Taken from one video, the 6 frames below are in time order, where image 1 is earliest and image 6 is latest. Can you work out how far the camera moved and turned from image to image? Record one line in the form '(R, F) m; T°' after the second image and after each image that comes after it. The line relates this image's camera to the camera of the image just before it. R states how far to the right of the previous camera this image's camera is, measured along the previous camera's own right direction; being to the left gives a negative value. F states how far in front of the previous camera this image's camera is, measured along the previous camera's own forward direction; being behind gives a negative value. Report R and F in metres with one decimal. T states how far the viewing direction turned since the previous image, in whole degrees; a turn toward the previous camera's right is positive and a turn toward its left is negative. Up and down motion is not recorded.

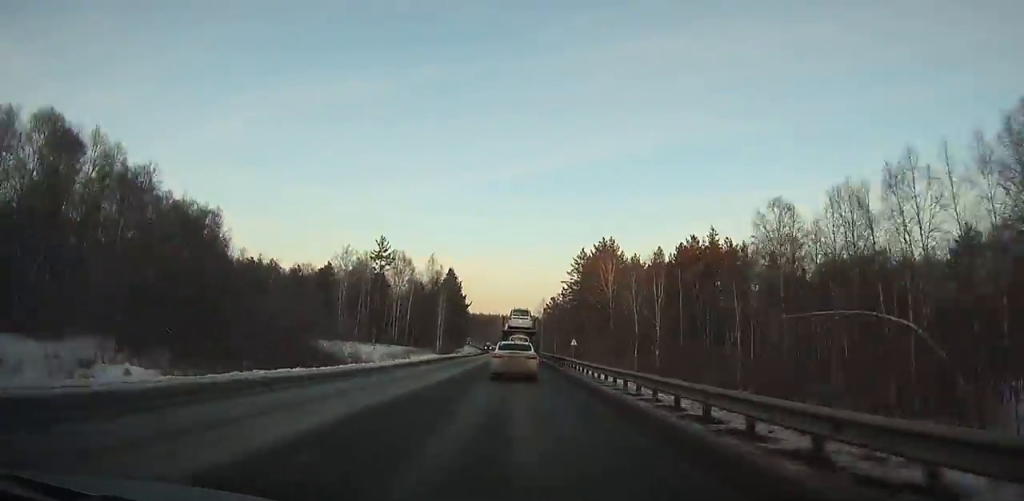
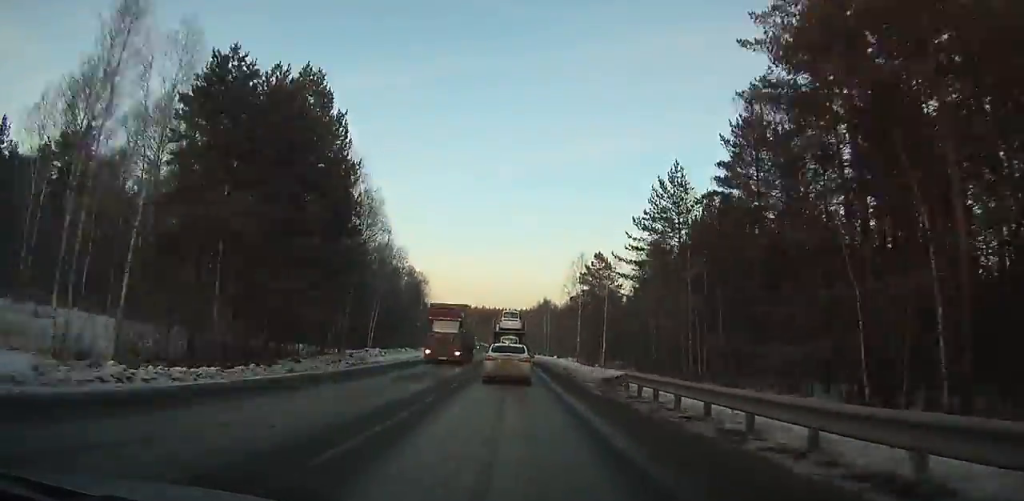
(-1.2, +95.6) m; -2°
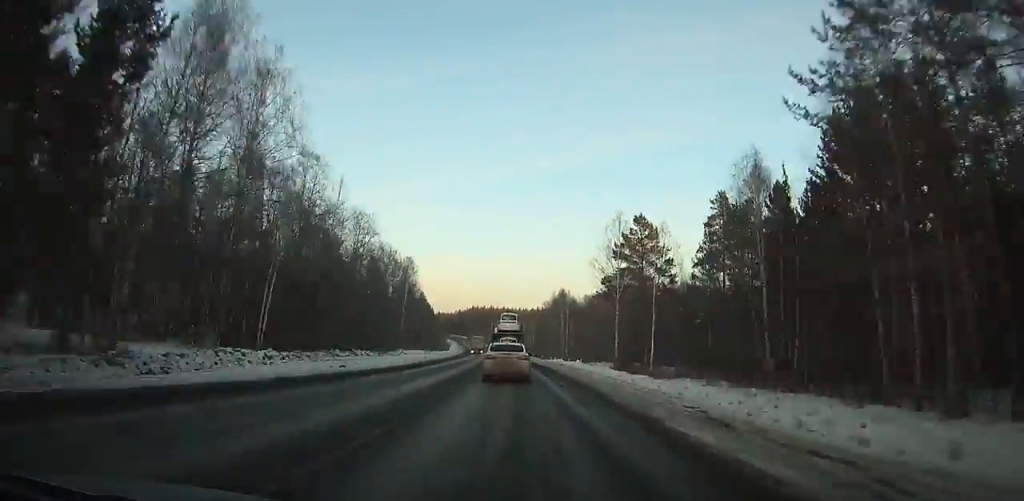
(-0.3, +29.6) m; -1°
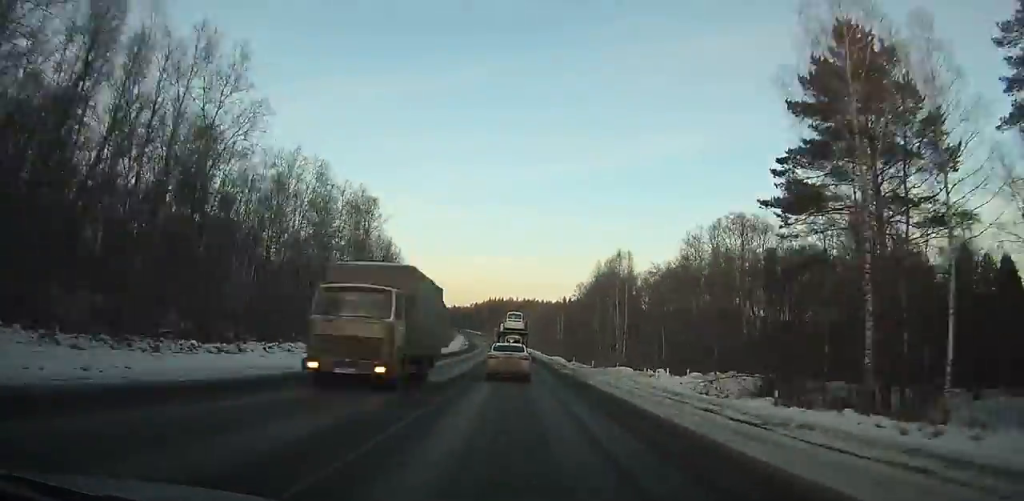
(-0.5, +47.9) m; -2°
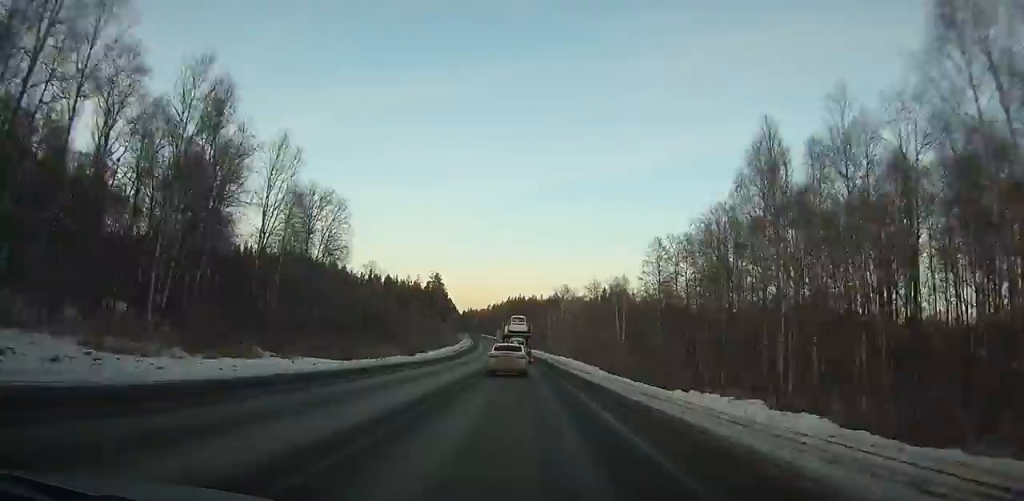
(-1.3, +61.8) m; -2°
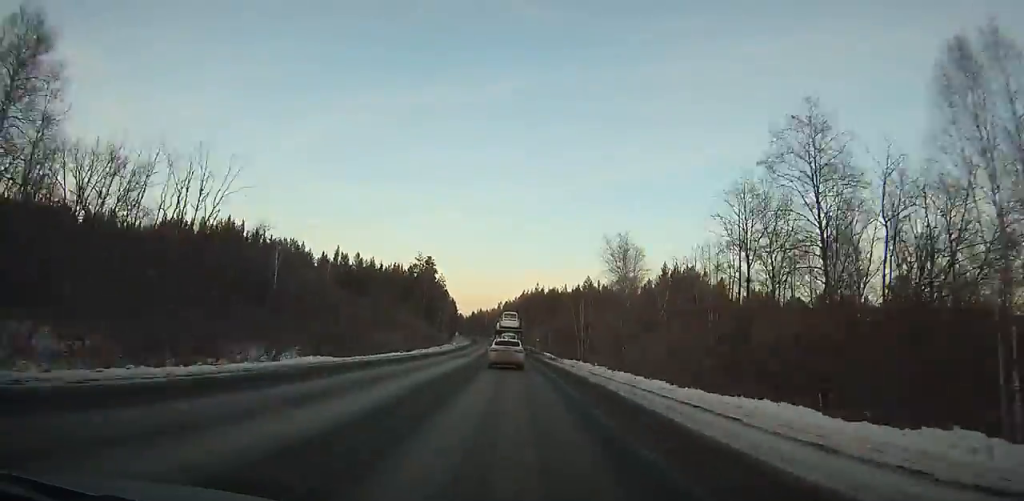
(-1.2, +64.0) m; -2°
